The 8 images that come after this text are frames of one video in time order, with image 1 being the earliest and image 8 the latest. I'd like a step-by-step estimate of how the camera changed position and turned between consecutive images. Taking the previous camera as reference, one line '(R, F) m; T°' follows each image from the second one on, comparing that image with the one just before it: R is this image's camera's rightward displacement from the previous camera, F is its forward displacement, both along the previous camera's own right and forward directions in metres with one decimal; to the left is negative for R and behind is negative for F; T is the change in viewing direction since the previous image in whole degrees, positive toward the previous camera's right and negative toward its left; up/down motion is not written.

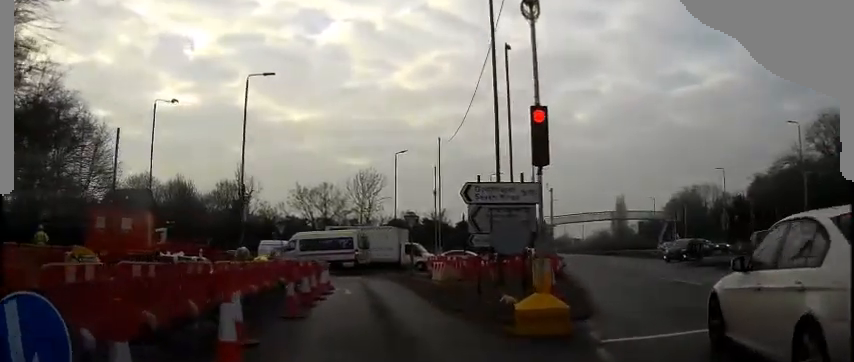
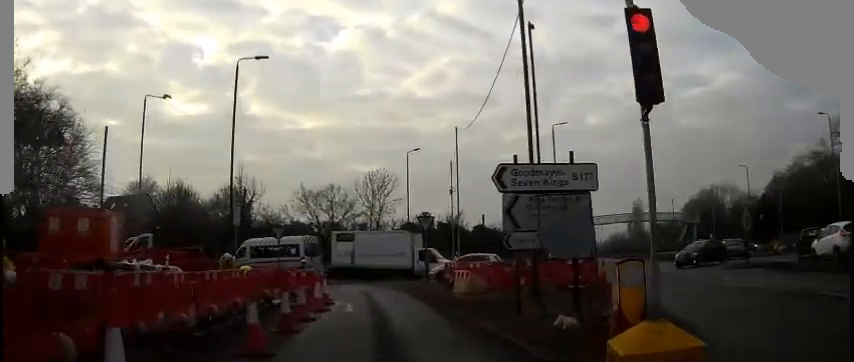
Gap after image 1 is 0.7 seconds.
(-0.1, +3.4) m; -4°
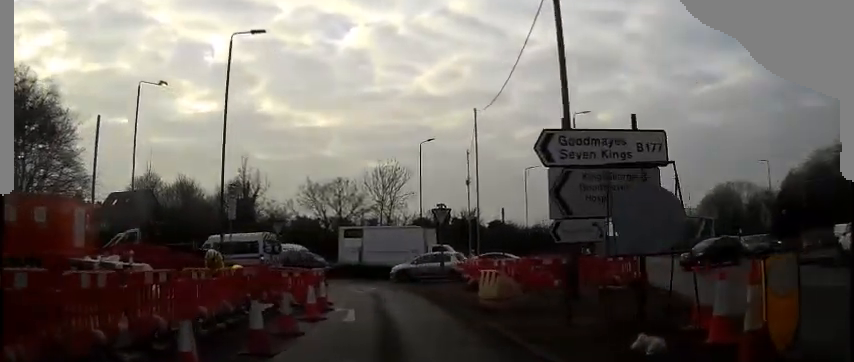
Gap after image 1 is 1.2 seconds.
(-0.1, +2.6) m; -3°
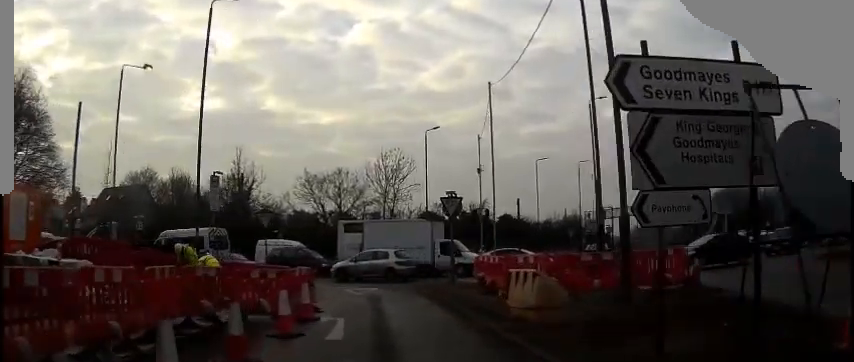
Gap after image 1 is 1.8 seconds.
(-0.1, +2.9) m; -2°
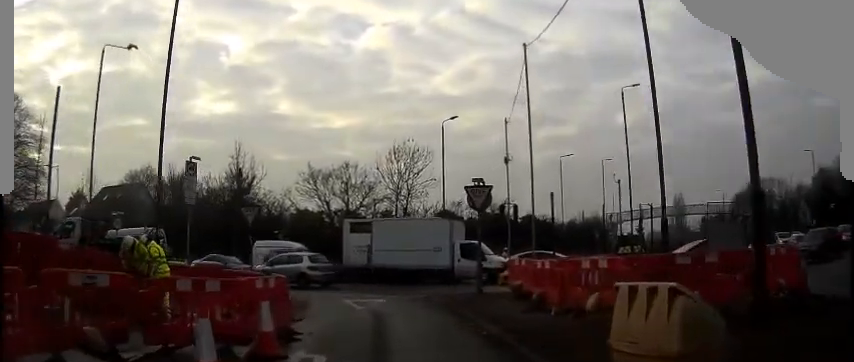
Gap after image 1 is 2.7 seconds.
(-0.1, +3.9) m; -2°
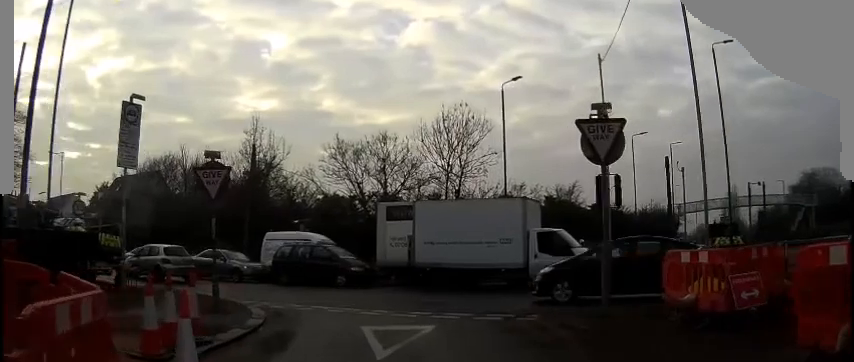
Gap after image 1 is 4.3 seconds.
(-0.2, +6.5) m; -4°
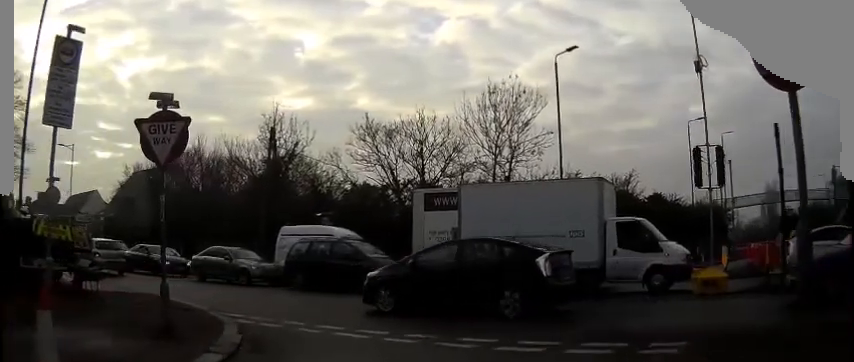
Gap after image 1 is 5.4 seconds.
(-0.1, +3.2) m; -5°
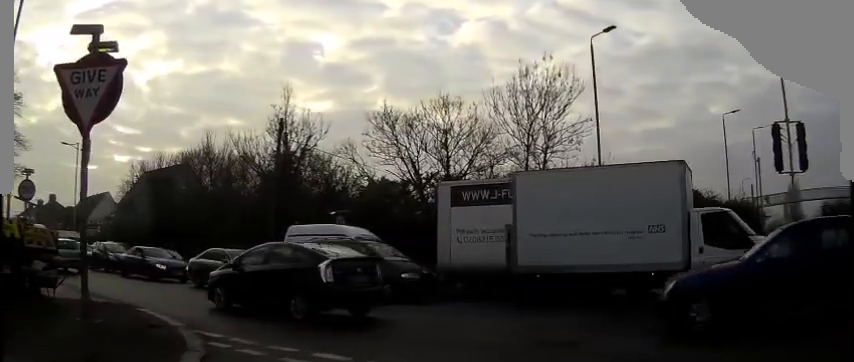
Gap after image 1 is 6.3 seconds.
(-0.2, +1.8) m; -1°
